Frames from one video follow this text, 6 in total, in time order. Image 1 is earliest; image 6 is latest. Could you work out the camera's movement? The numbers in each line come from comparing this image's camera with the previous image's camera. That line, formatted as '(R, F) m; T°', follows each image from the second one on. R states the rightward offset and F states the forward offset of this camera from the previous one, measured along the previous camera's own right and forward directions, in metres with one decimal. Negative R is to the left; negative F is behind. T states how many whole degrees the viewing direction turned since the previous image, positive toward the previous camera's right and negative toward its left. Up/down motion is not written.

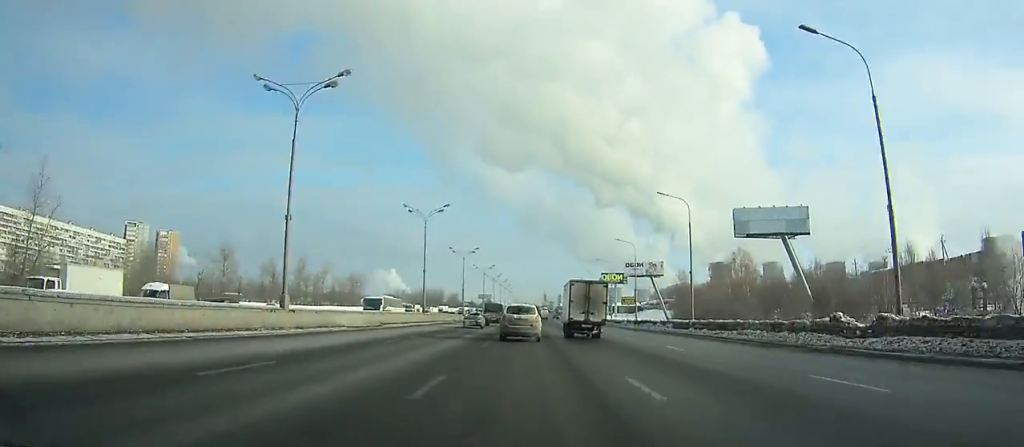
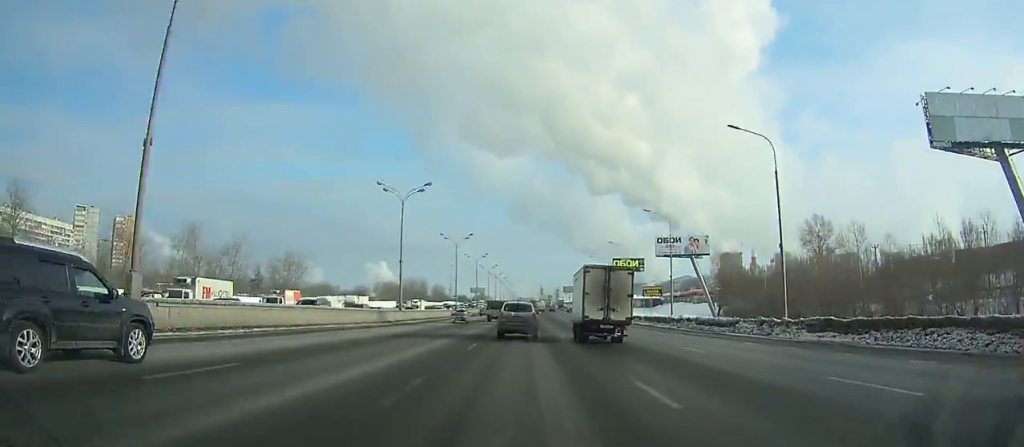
(+0.1, +49.7) m; 0°
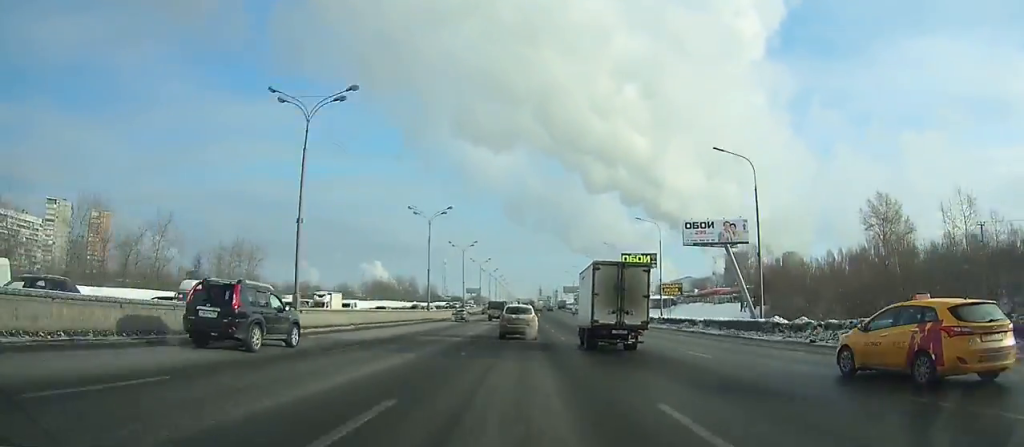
(0.0, +25.7) m; 0°
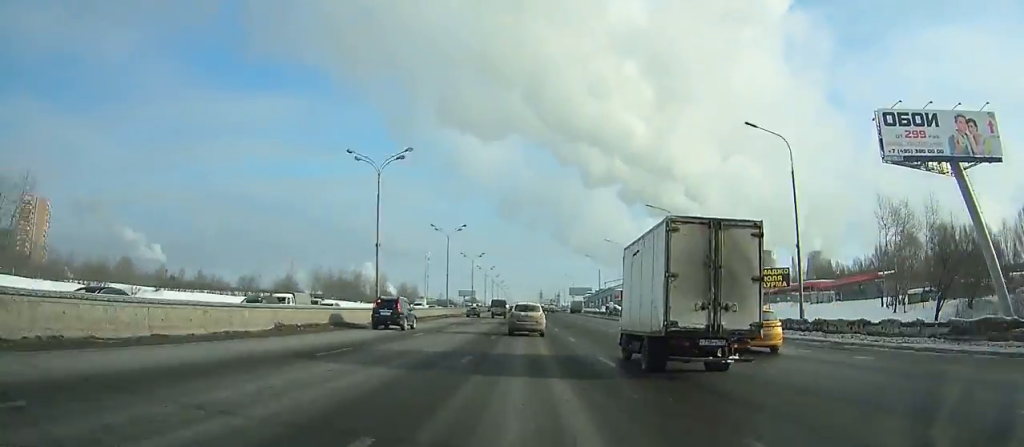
(-0.1, +64.0) m; 0°
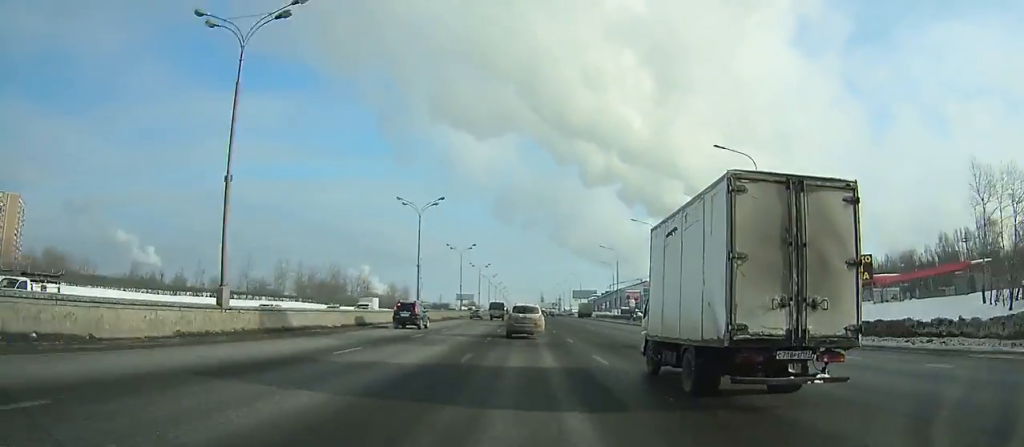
(+0.2, +24.6) m; 0°
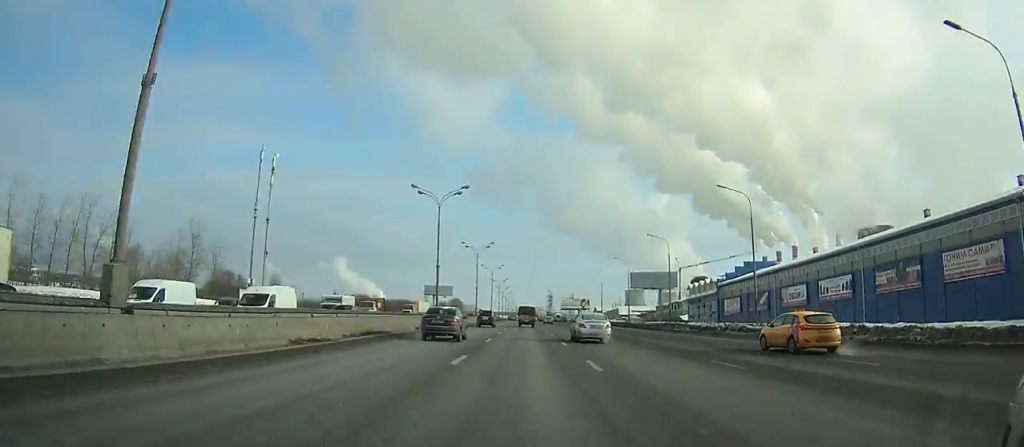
(-1.6, +180.1) m; +1°
